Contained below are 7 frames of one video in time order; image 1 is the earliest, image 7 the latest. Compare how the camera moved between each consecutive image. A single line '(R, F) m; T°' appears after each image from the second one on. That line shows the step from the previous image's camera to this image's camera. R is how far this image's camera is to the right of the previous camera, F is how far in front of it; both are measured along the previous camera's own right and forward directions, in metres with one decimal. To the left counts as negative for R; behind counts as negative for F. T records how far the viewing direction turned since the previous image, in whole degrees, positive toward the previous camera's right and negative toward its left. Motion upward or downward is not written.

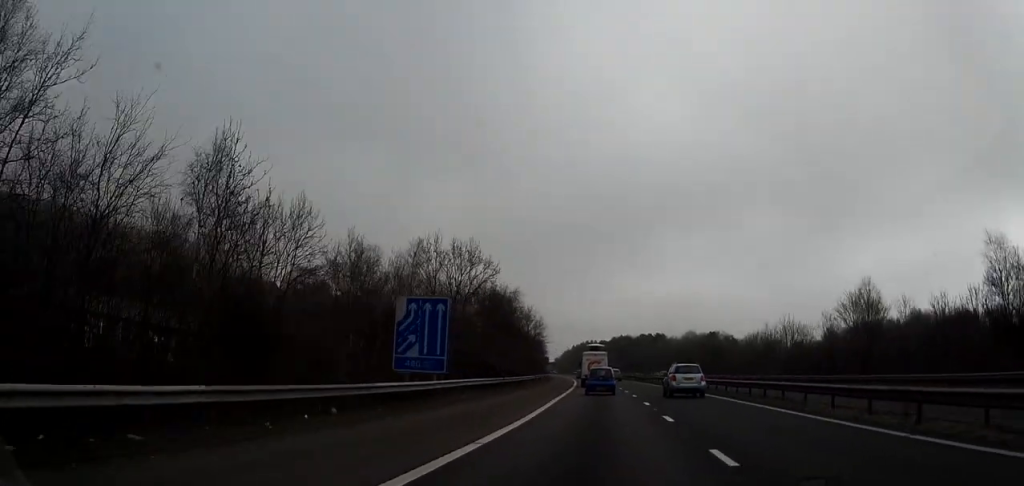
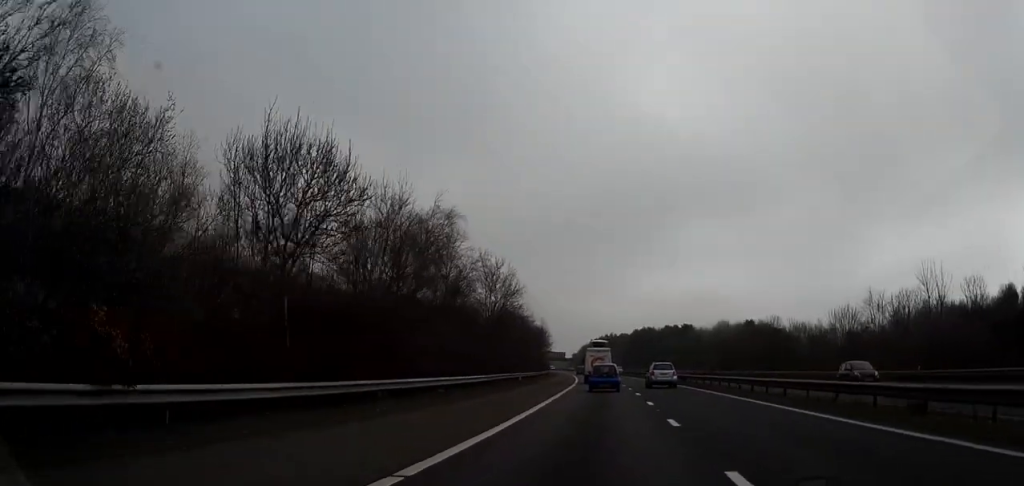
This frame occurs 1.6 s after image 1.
(-0.7, +38.8) m; -2°
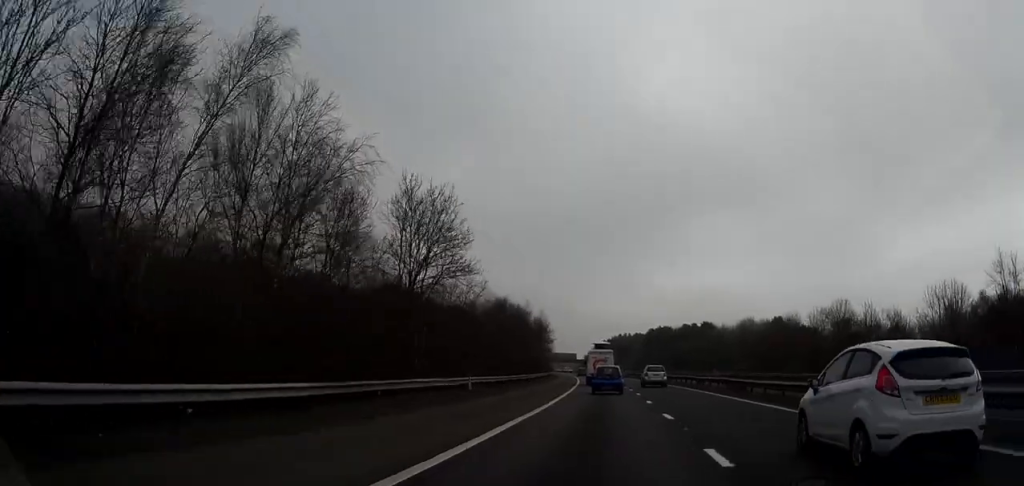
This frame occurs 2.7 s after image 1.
(-0.1, +24.6) m; -1°
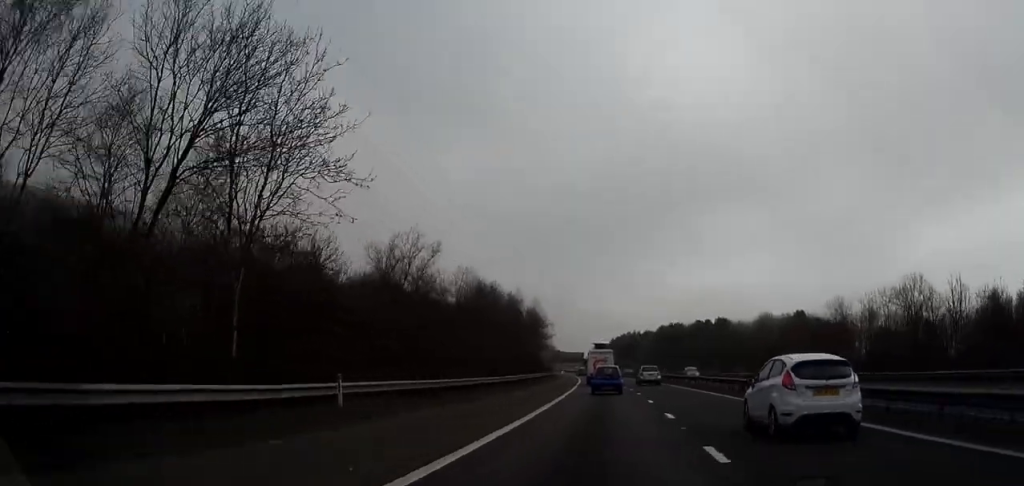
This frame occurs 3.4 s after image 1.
(-0.1, +17.5) m; -1°
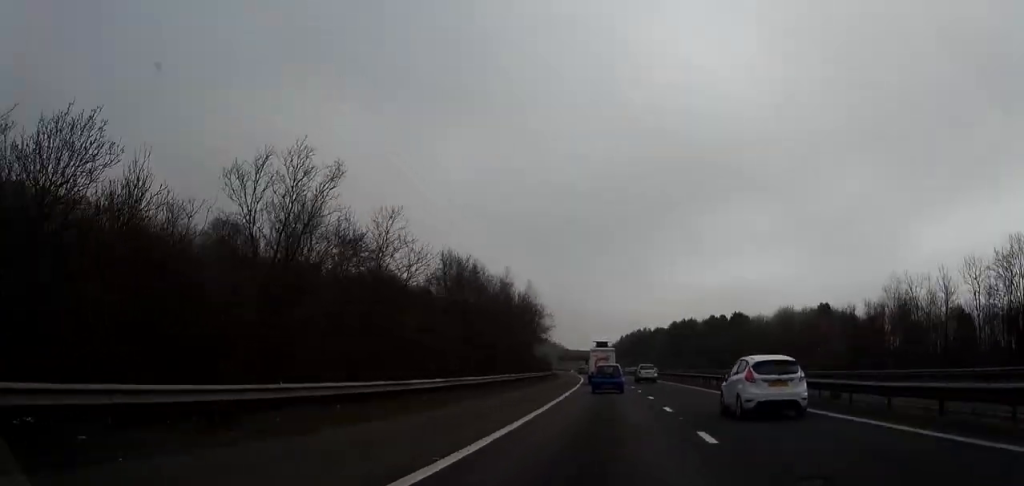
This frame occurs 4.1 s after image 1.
(-0.1, +15.9) m; -1°
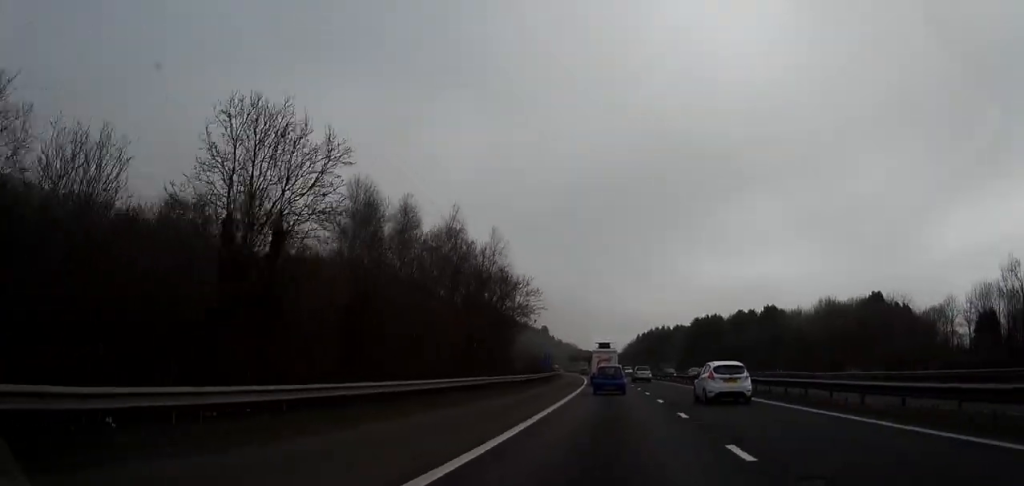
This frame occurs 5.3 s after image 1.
(-0.3, +29.6) m; 0°
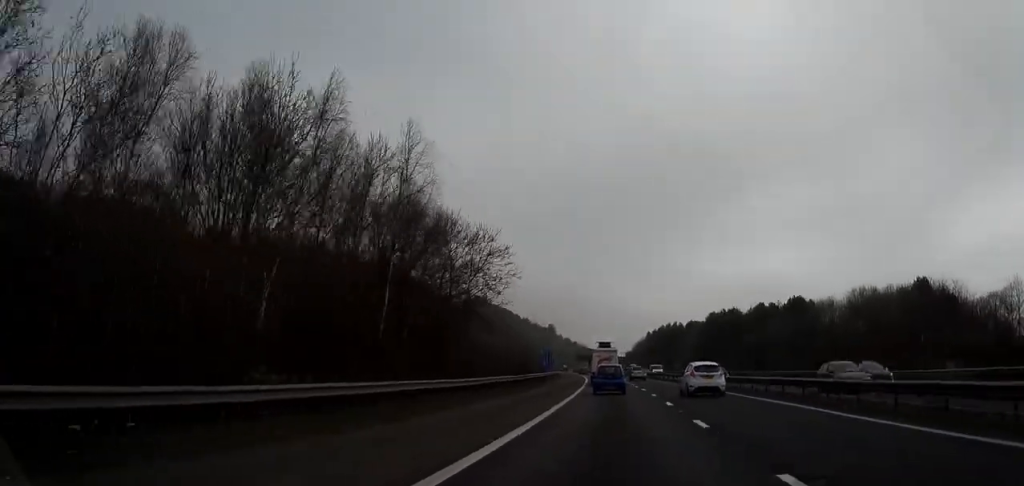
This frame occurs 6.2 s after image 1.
(0.0, +21.7) m; 0°
